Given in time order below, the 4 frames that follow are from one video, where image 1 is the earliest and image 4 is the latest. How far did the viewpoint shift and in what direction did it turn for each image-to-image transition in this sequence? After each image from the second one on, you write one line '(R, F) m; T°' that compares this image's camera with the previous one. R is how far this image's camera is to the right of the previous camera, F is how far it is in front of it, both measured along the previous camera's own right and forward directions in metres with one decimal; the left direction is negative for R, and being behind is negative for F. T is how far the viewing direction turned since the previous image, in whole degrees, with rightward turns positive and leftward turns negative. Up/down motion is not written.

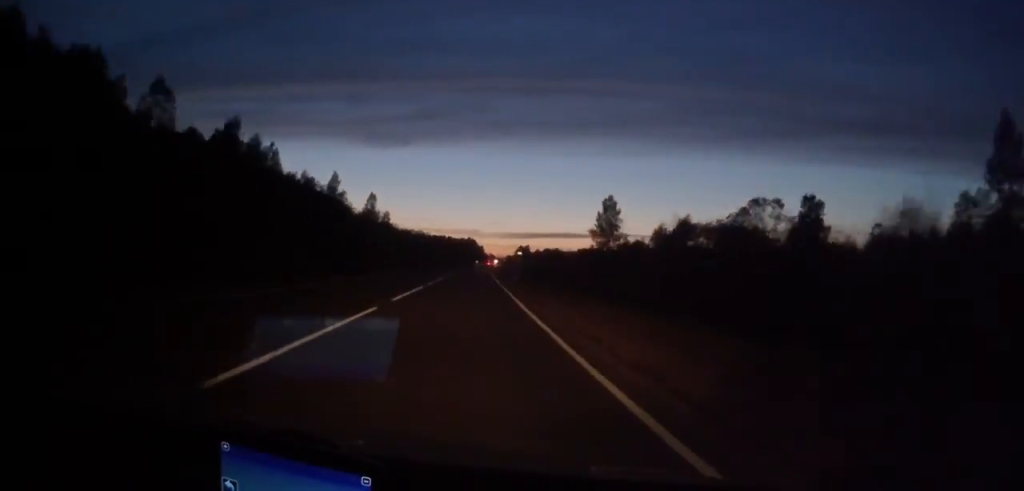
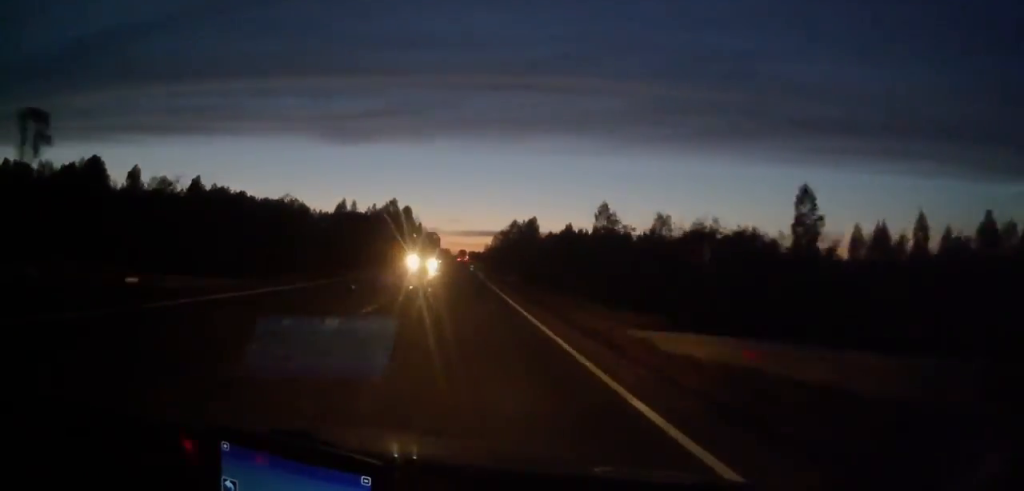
(+11.8, +277.7) m; +3°
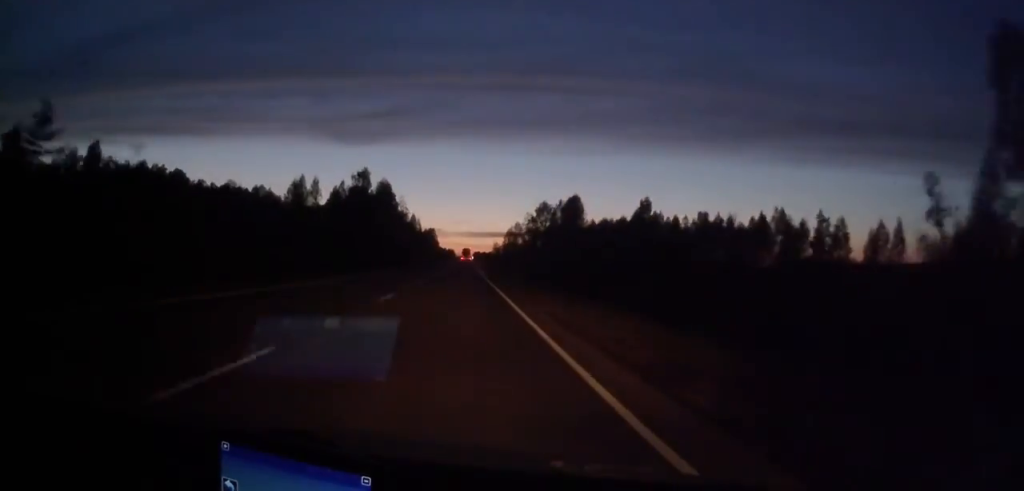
(-0.2, +68.0) m; 0°
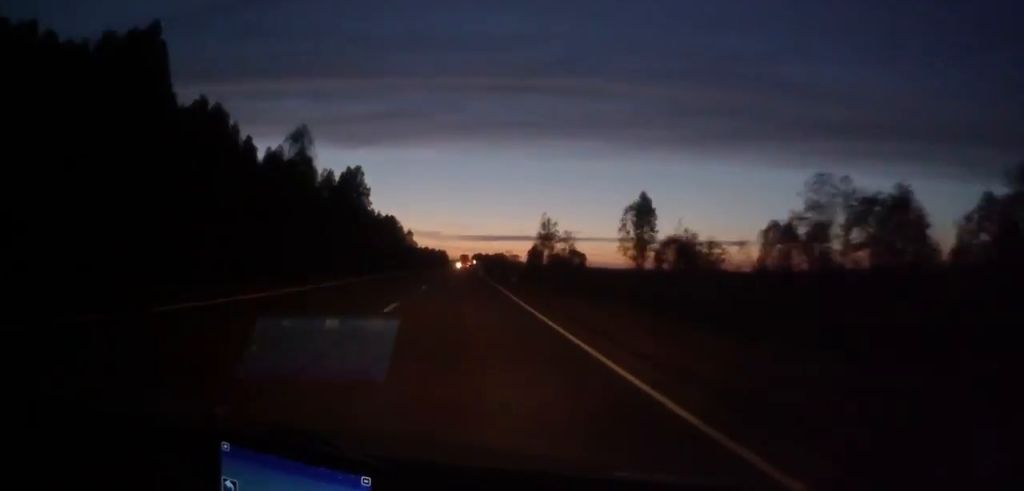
(-0.1, +254.0) m; 0°
